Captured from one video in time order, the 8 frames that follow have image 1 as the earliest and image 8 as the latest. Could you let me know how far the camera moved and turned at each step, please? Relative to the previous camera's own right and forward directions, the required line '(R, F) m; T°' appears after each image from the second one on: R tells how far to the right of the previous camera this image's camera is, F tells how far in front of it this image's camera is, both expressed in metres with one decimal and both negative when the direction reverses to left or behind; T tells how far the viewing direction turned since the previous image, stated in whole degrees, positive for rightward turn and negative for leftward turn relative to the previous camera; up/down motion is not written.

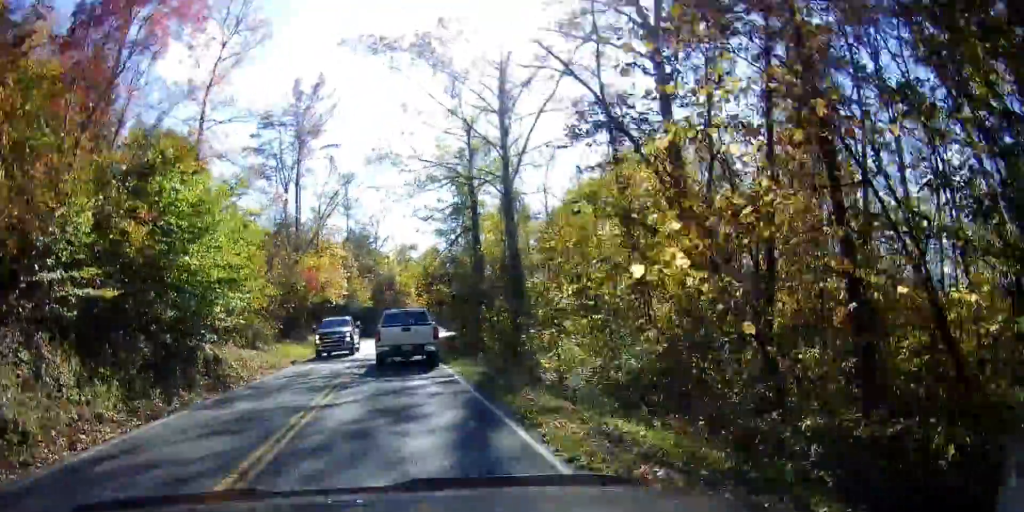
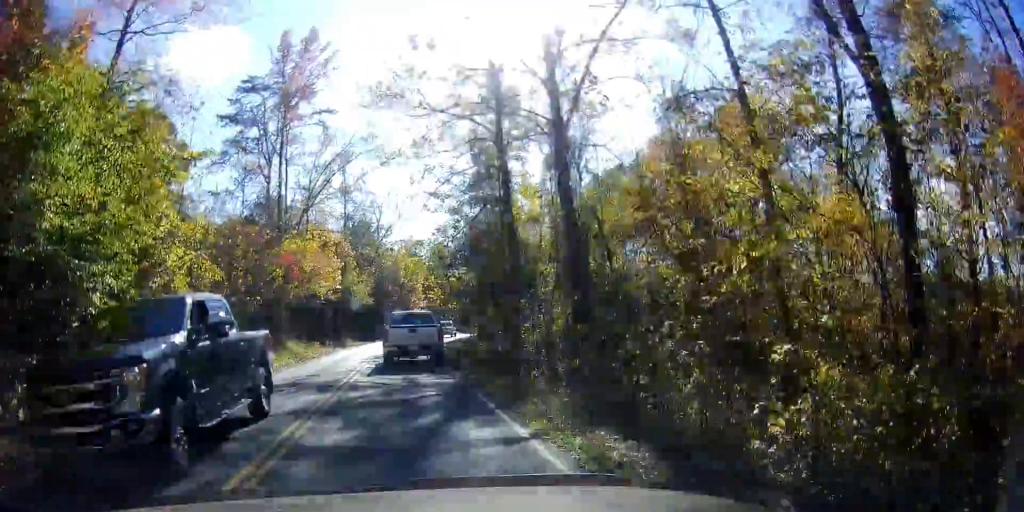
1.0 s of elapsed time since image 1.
(+0.2, +12.0) m; +1°
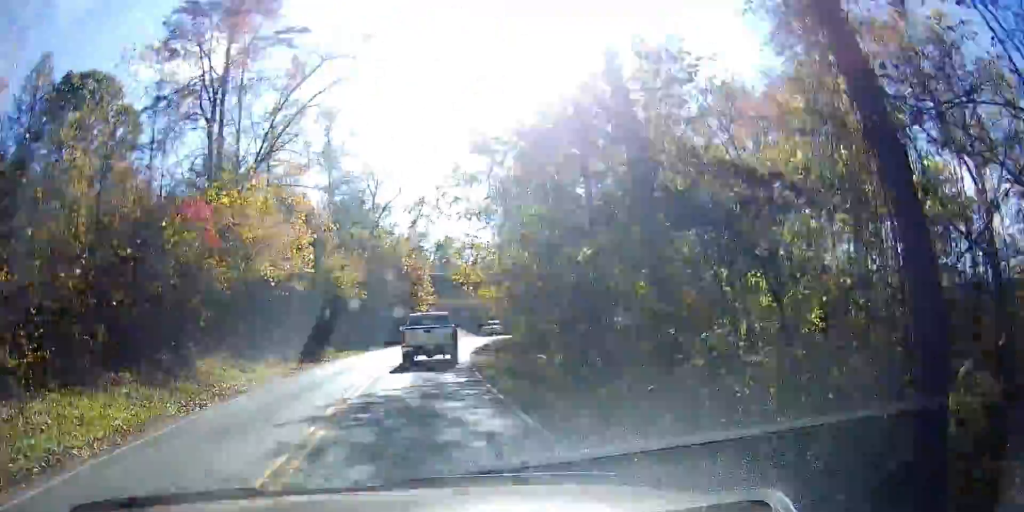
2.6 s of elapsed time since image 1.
(+0.1, +18.9) m; 0°
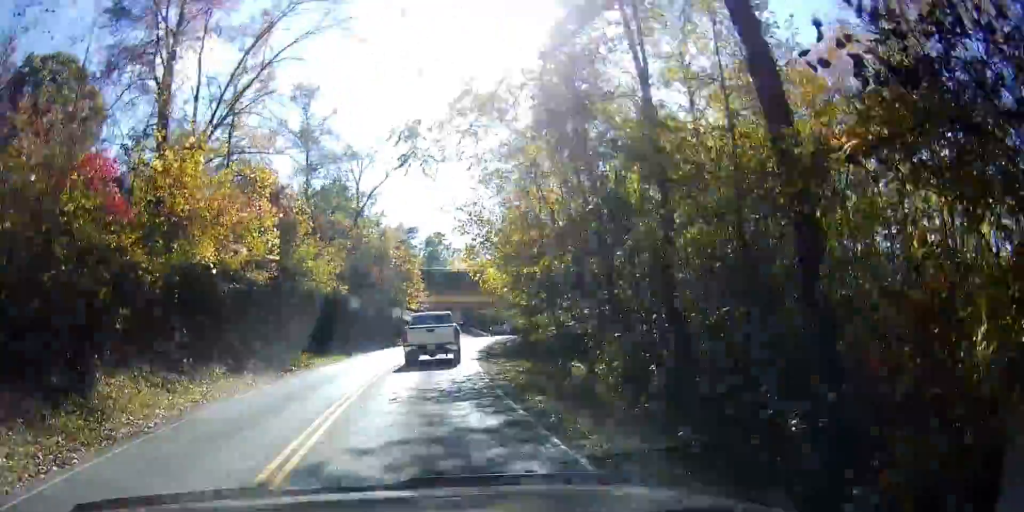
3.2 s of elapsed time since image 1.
(0.0, +7.0) m; 0°
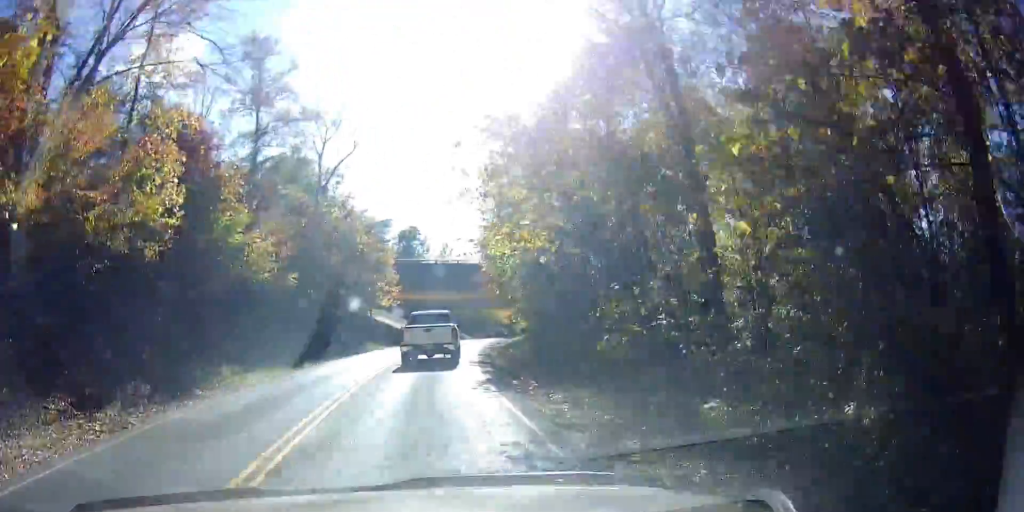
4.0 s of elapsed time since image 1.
(0.0, +10.1) m; 0°
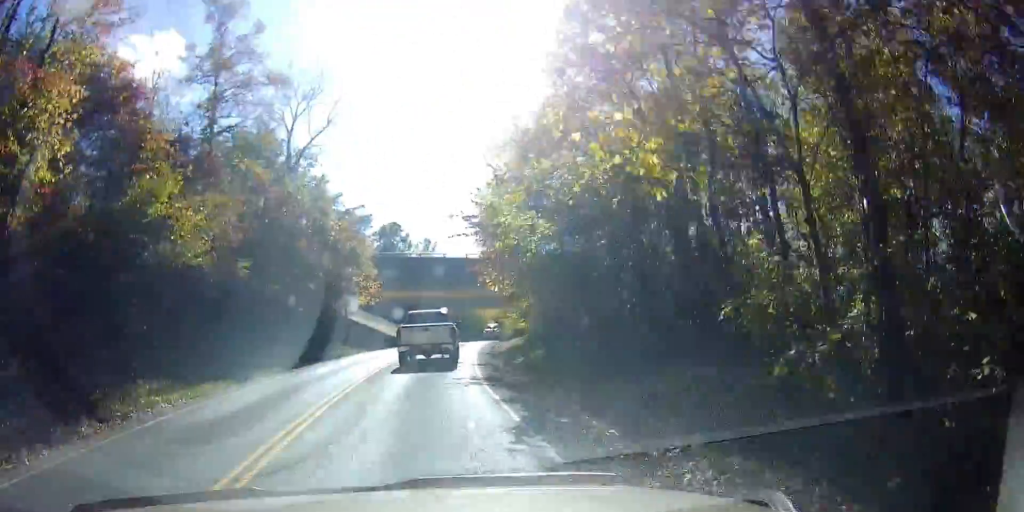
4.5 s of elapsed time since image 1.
(0.0, +6.4) m; 0°
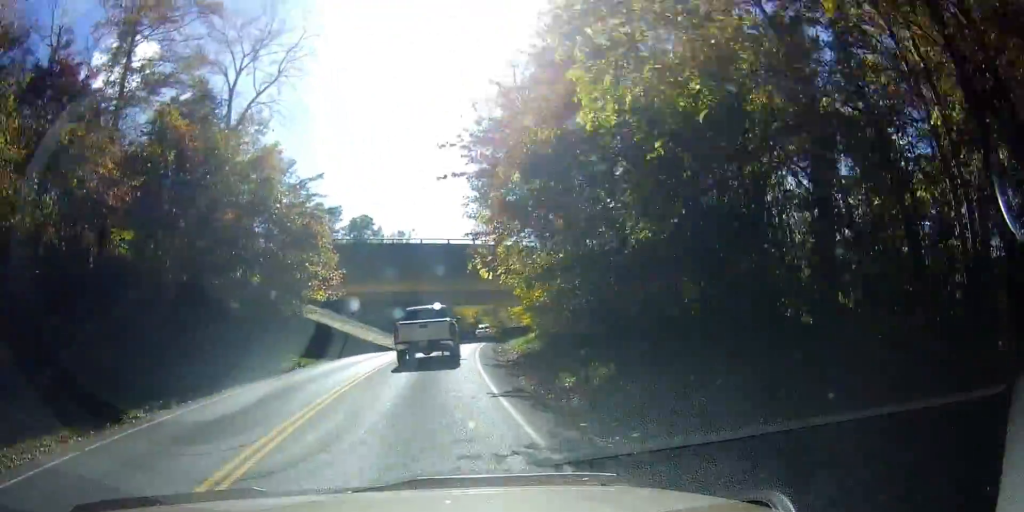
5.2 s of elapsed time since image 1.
(0.0, +9.4) m; 0°
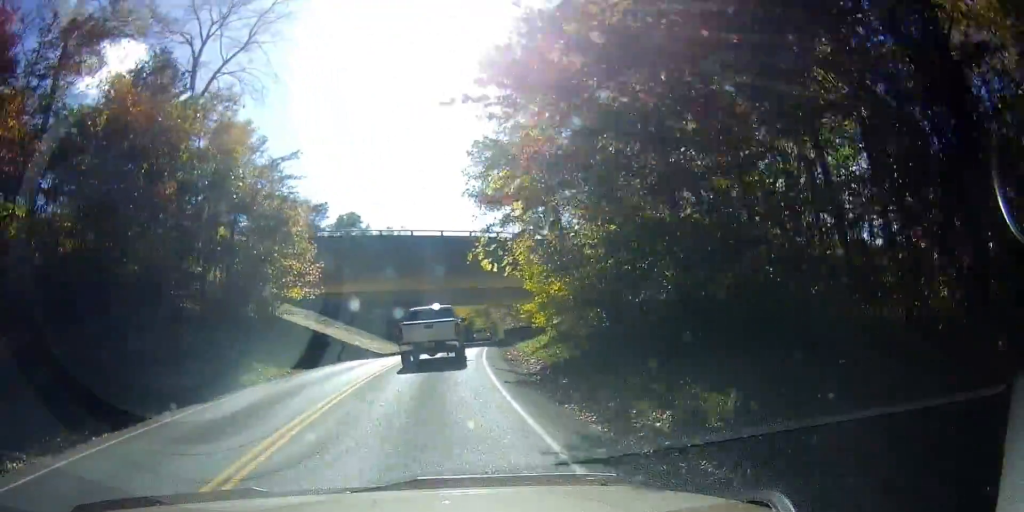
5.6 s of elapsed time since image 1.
(0.0, +5.3) m; +2°
